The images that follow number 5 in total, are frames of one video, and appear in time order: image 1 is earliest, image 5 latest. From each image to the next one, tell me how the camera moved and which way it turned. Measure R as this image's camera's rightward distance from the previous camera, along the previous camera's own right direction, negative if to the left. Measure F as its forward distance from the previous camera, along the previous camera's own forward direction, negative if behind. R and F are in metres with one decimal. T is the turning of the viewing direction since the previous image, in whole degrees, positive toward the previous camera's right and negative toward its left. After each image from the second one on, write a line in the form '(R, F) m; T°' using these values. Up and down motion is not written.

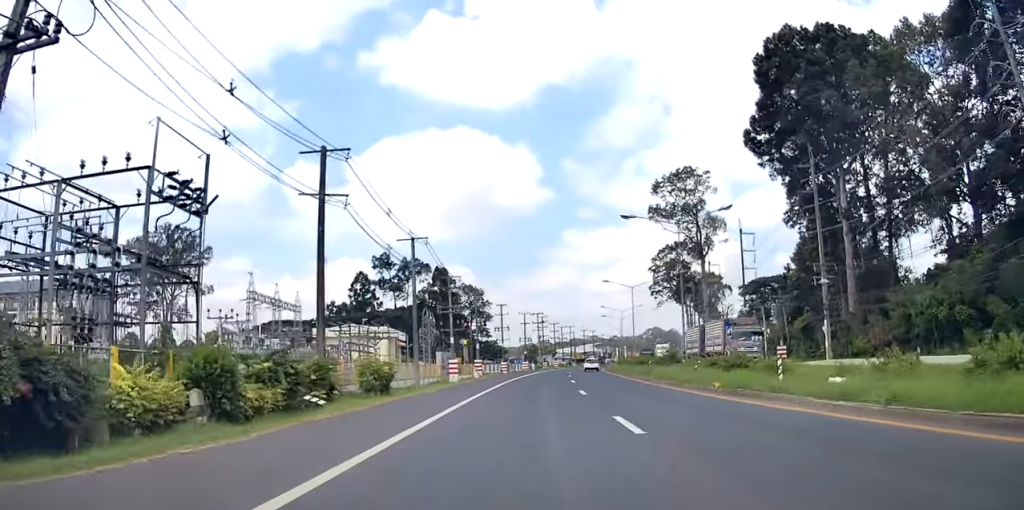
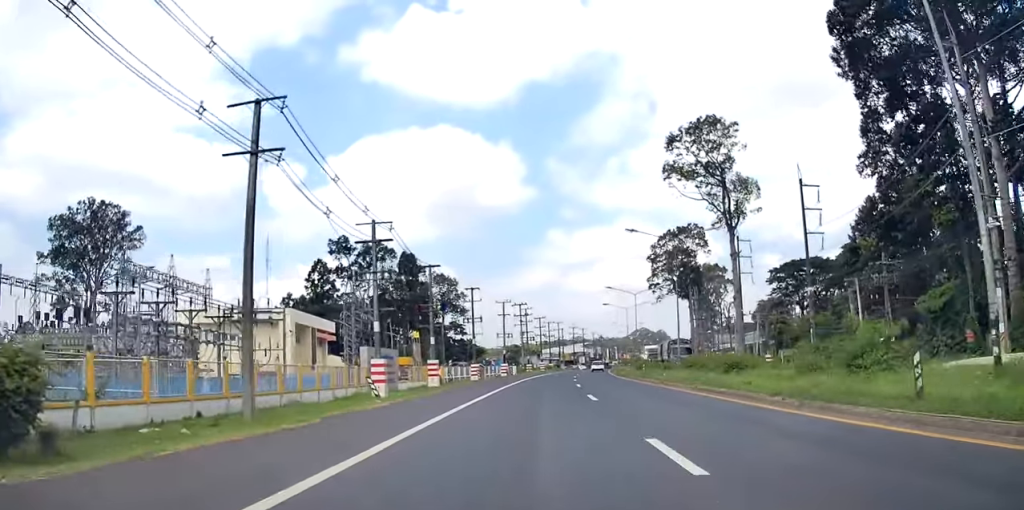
(+0.2, +31.0) m; +1°
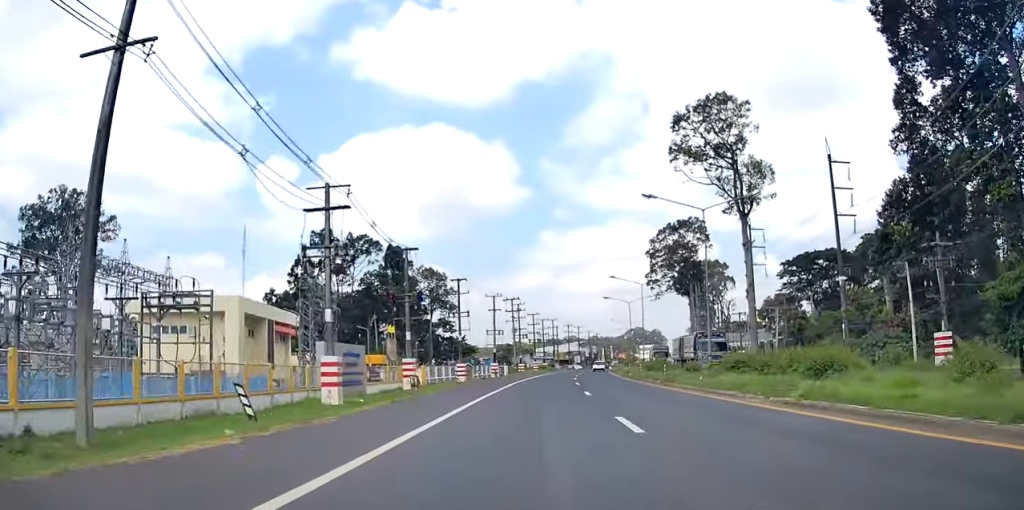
(0.0, +9.7) m; -1°
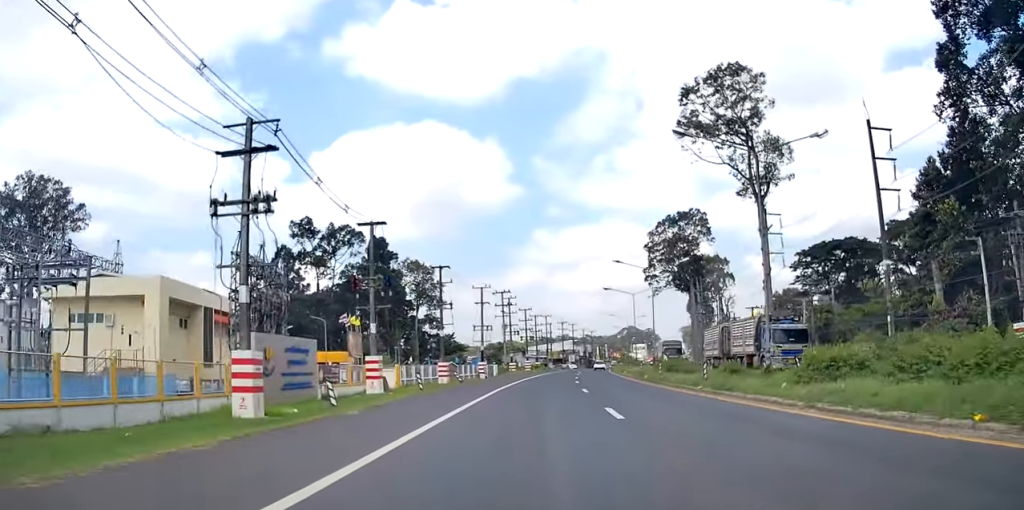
(0.0, +10.1) m; -1°
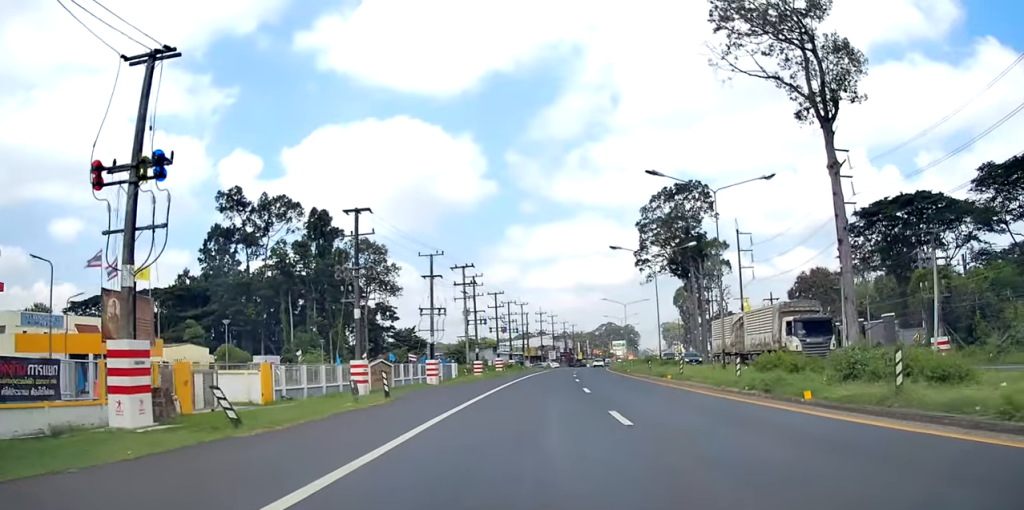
(+0.1, +28.3) m; +2°
